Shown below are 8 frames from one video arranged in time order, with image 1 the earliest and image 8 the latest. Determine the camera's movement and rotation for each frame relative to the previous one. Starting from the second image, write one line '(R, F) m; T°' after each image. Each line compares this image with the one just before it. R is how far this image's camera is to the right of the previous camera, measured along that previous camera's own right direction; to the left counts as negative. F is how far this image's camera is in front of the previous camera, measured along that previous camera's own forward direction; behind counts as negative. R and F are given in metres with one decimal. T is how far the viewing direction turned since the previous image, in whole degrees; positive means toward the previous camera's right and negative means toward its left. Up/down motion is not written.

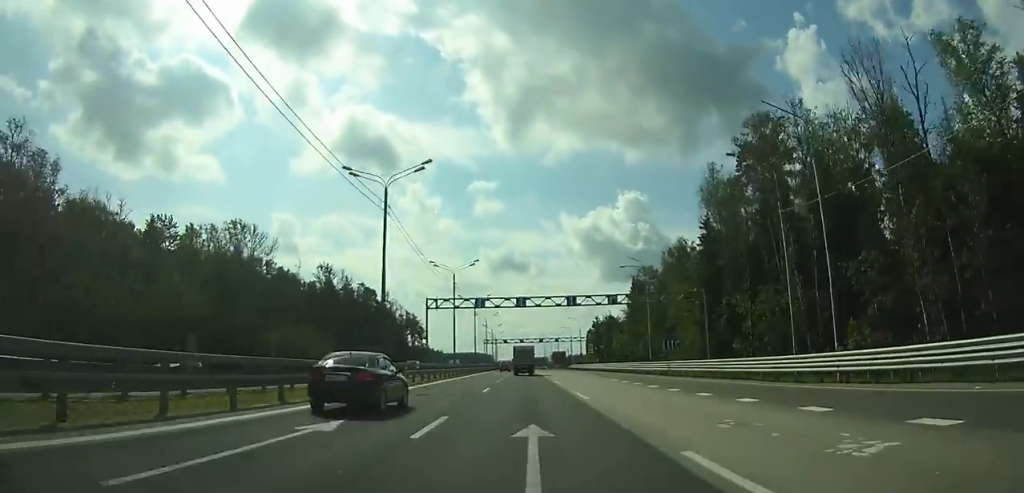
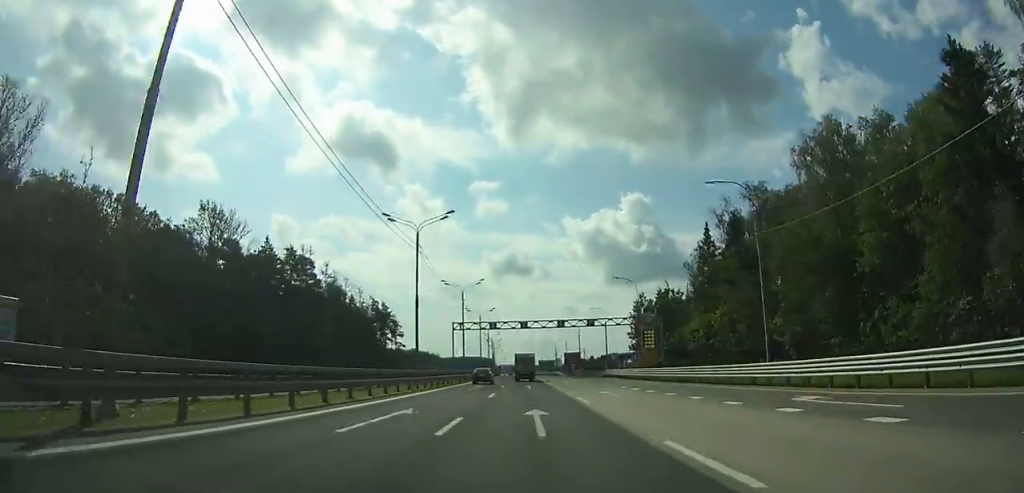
(-0.4, +62.7) m; 0°
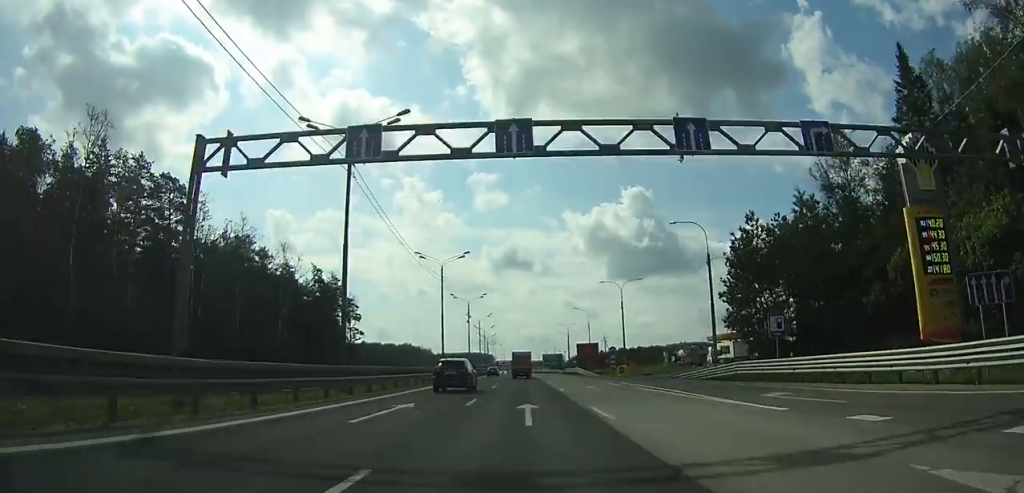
(0.0, +55.1) m; 0°
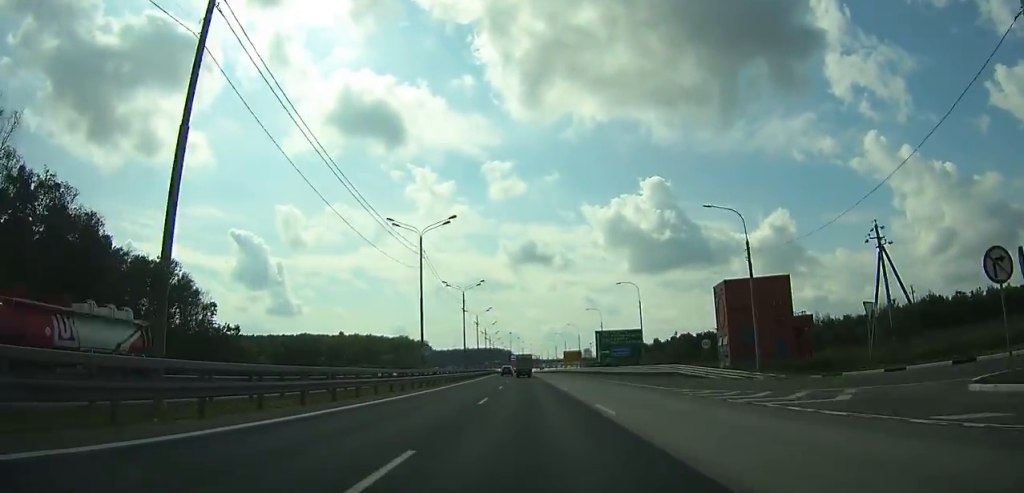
(-1.6, +125.2) m; -2°
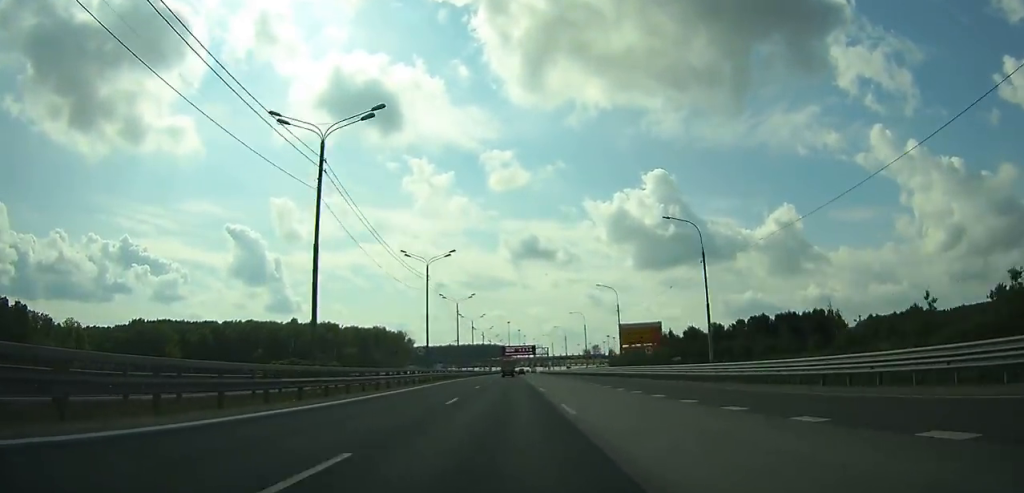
(-0.8, +95.1) m; 0°
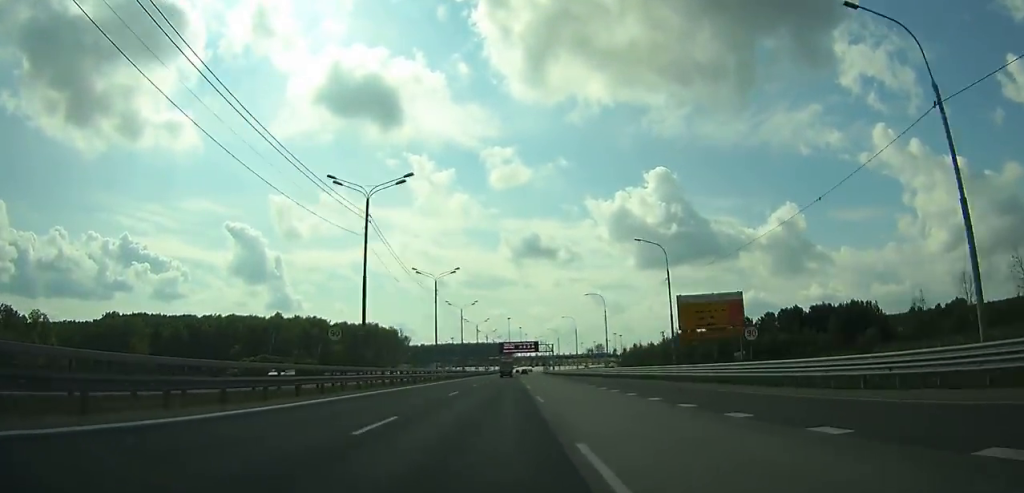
(0.0, +26.4) m; 0°
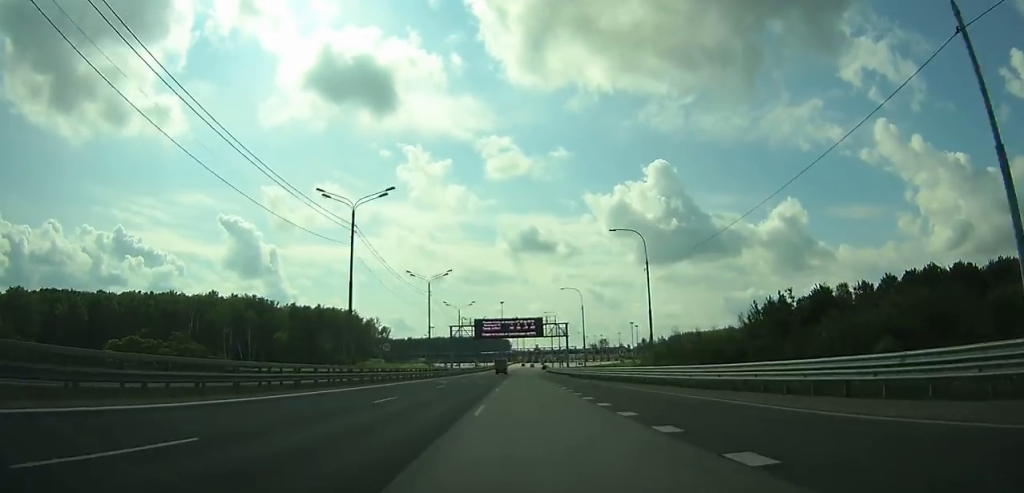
(+0.1, +71.5) m; 0°
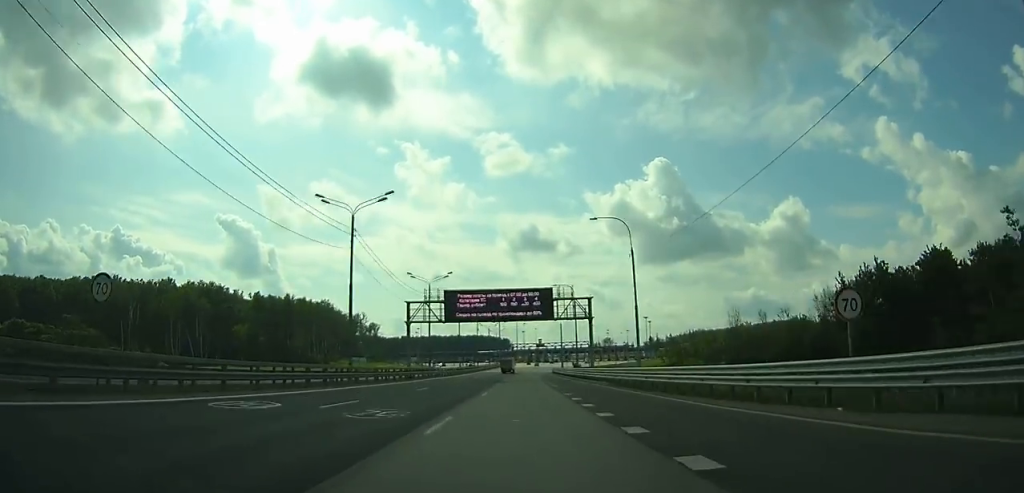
(0.0, +35.7) m; 0°
